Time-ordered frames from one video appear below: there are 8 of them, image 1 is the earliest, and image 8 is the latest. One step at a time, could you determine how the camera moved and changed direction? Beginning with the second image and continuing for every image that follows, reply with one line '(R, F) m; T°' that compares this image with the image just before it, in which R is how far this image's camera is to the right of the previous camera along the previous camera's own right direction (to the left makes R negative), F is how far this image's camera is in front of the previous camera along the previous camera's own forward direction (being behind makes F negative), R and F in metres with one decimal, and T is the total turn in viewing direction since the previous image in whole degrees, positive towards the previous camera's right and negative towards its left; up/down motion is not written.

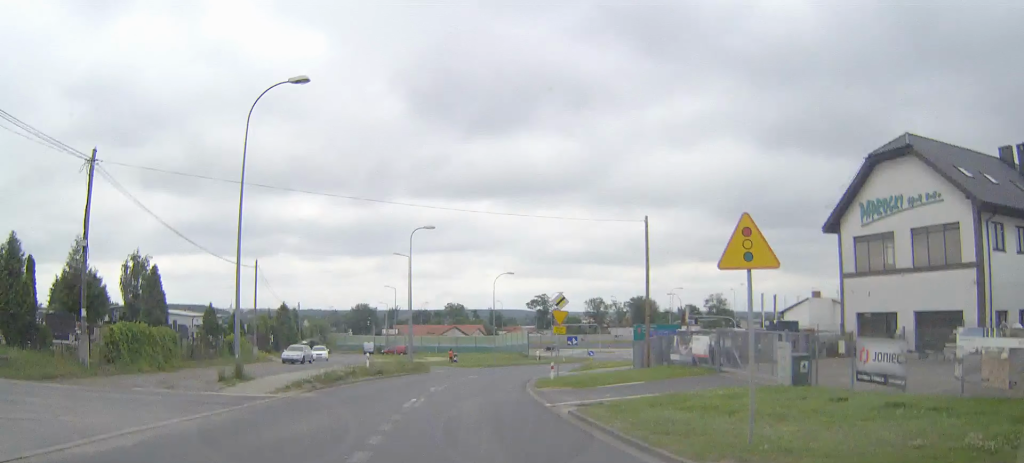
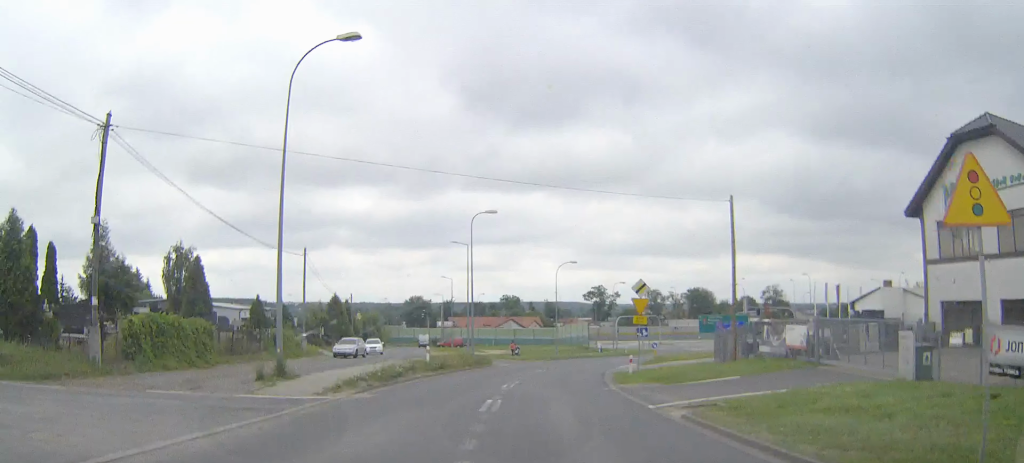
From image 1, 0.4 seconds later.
(0.0, +4.5) m; -2°
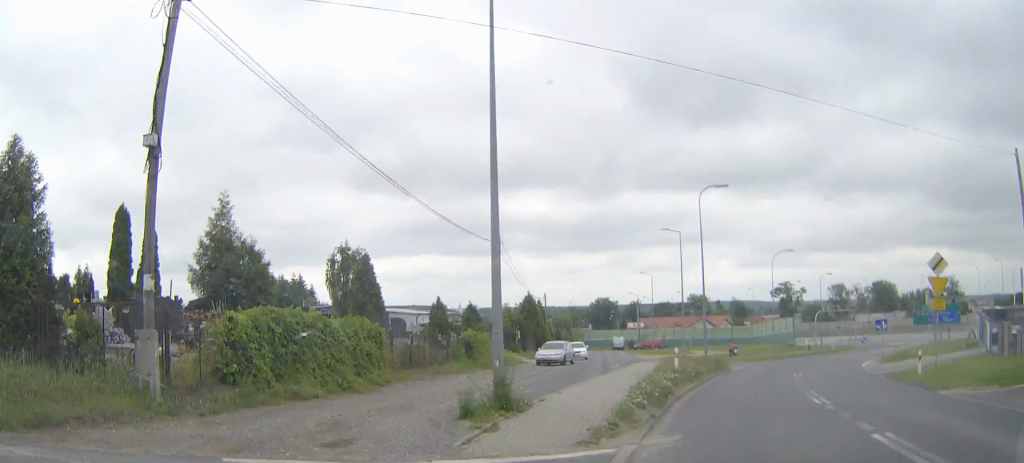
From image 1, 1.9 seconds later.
(-1.2, +11.8) m; -12°
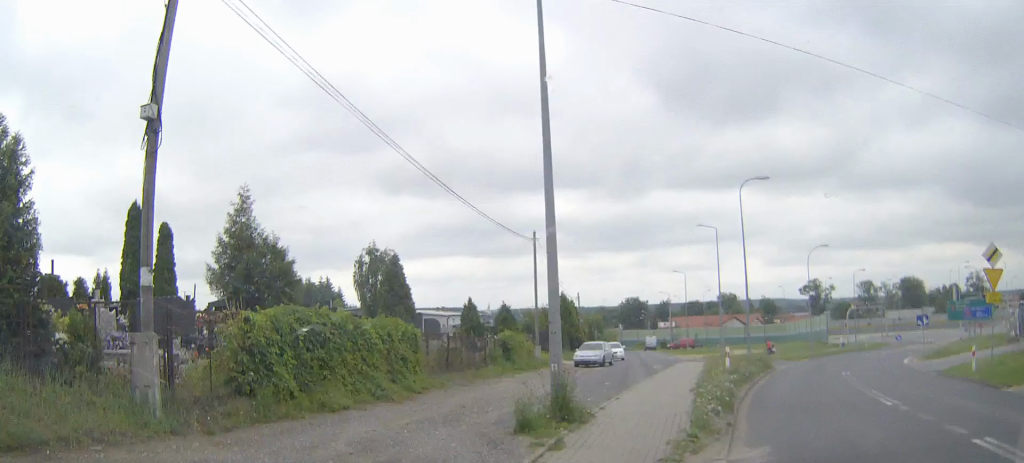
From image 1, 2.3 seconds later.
(-0.1, +2.6) m; -3°
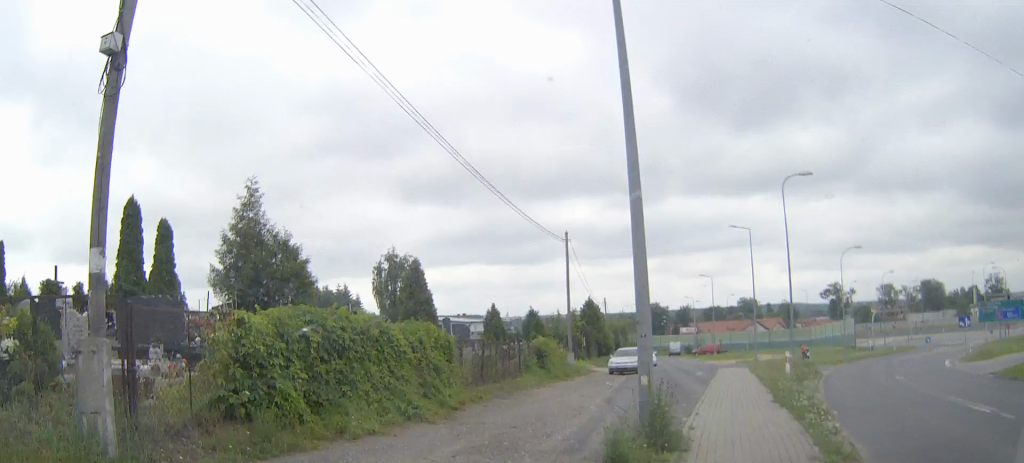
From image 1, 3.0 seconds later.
(-0.1, +3.4) m; -1°
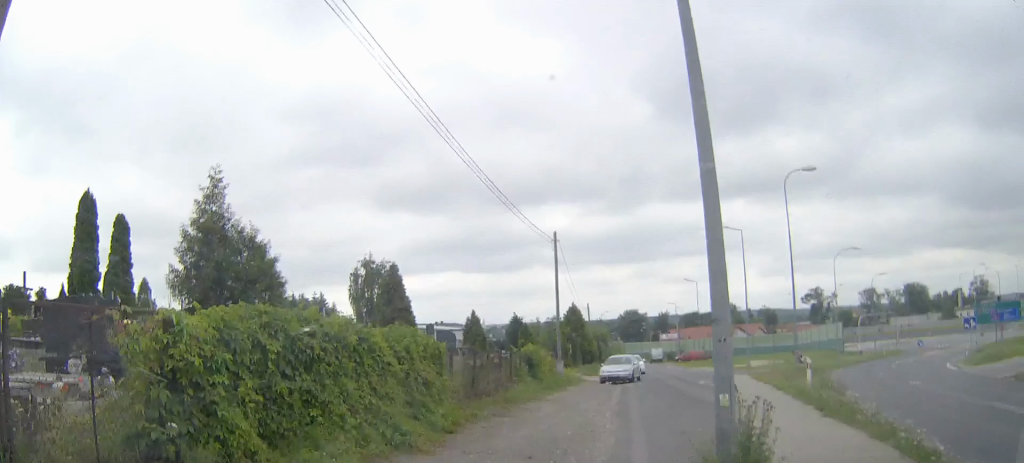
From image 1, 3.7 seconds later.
(0.0, +3.0) m; +1°
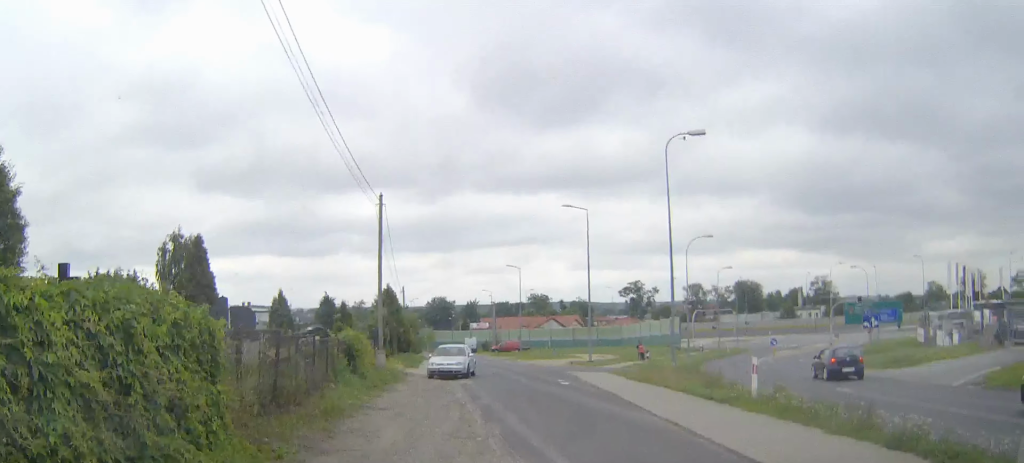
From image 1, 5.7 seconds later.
(+0.5, +6.2) m; +12°
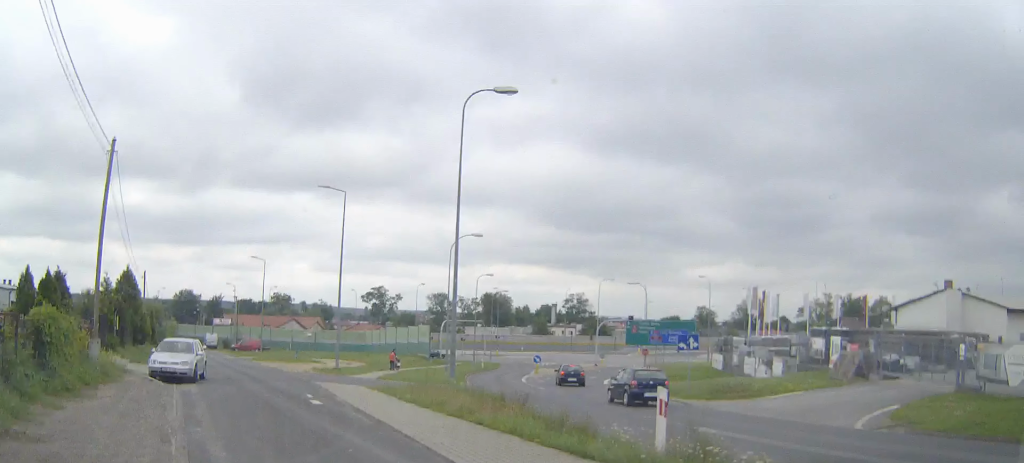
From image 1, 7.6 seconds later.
(+0.6, +5.4) m; +14°
